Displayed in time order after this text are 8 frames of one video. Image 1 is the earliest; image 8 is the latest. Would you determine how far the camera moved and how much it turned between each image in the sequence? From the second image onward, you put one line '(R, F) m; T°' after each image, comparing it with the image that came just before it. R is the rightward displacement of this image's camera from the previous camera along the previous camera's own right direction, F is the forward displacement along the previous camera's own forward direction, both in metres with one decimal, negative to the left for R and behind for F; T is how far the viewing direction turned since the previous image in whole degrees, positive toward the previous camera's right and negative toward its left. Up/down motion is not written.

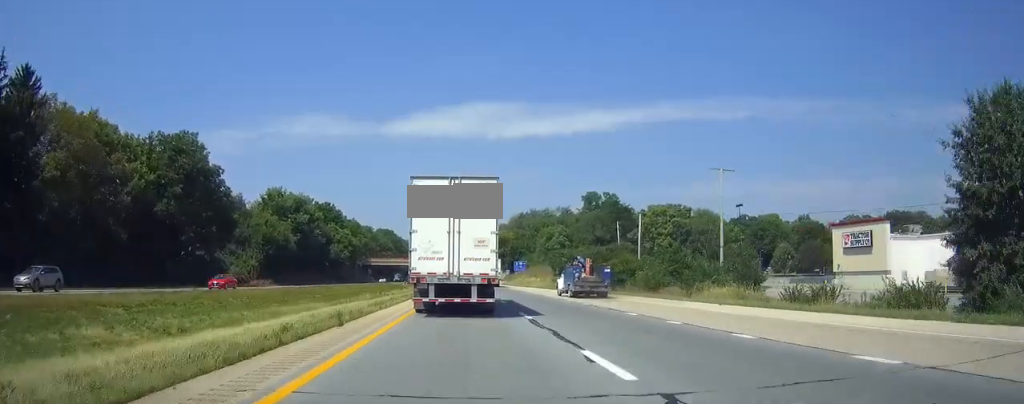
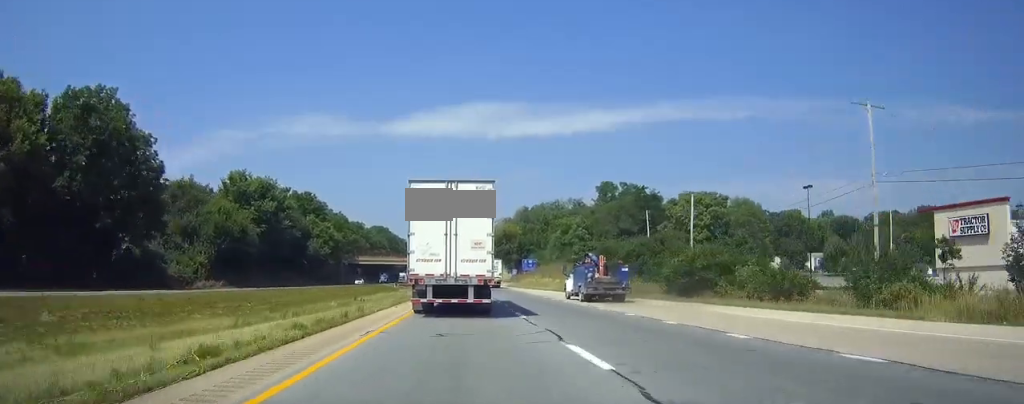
(+0.1, +23.4) m; 0°
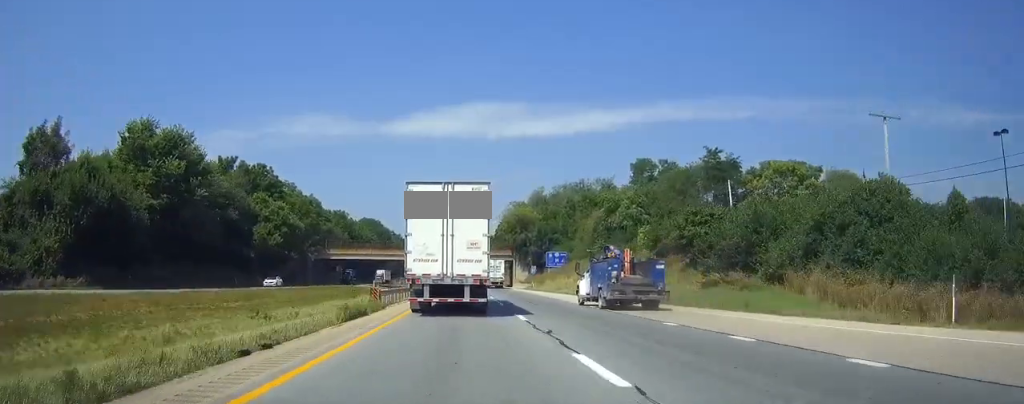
(-0.3, +38.1) m; 0°
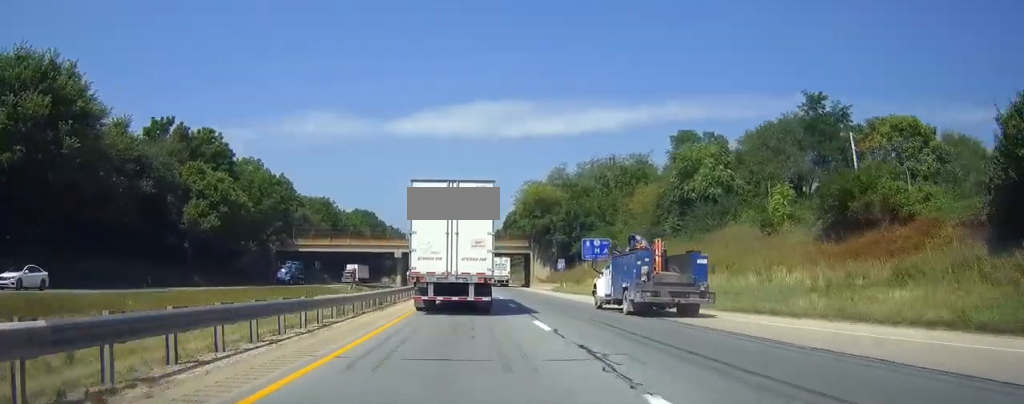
(0.0, +28.4) m; 0°
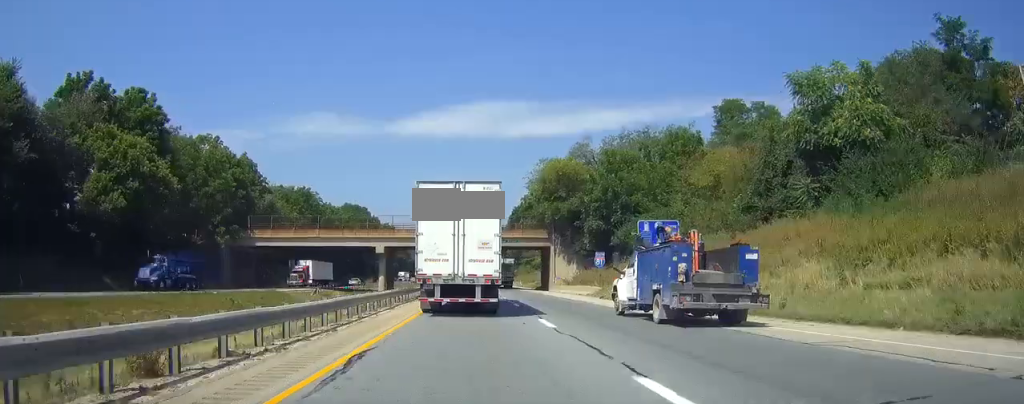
(+0.1, +23.1) m; 0°
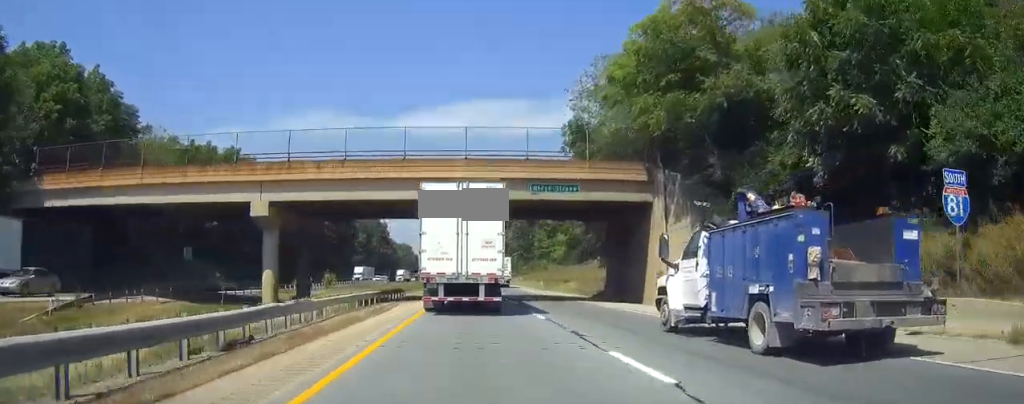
(-0.2, +46.3) m; 0°
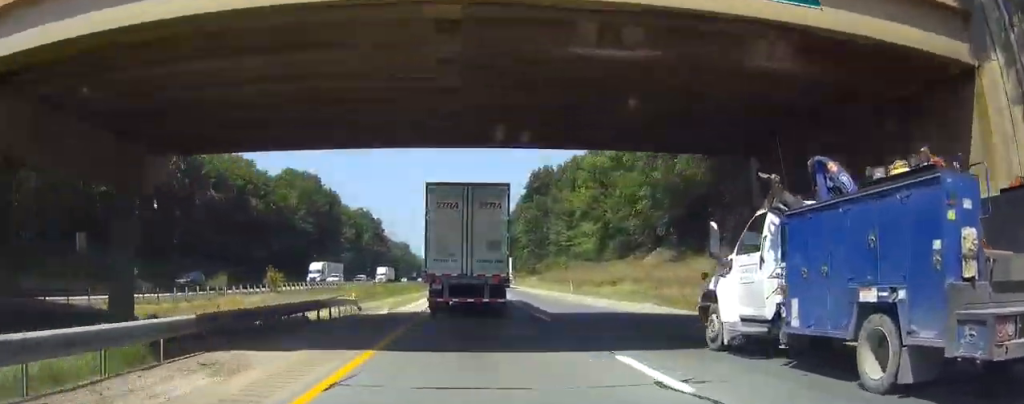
(0.0, +25.1) m; 0°
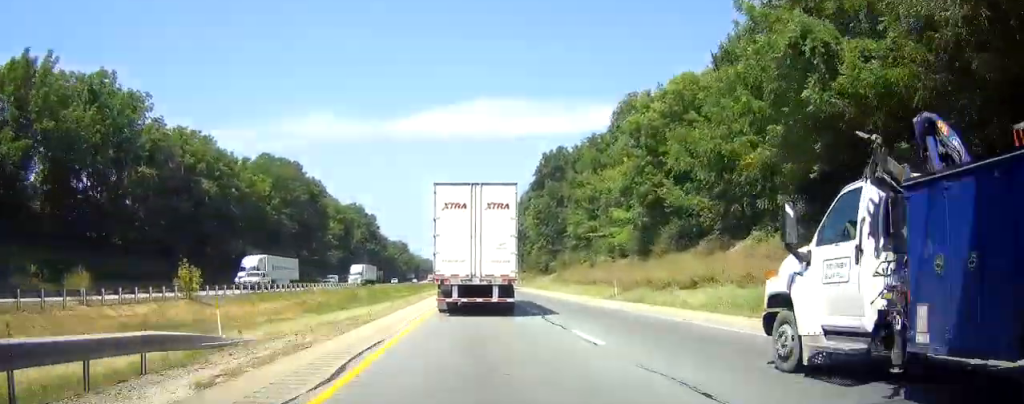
(0.0, +19.5) m; 0°
